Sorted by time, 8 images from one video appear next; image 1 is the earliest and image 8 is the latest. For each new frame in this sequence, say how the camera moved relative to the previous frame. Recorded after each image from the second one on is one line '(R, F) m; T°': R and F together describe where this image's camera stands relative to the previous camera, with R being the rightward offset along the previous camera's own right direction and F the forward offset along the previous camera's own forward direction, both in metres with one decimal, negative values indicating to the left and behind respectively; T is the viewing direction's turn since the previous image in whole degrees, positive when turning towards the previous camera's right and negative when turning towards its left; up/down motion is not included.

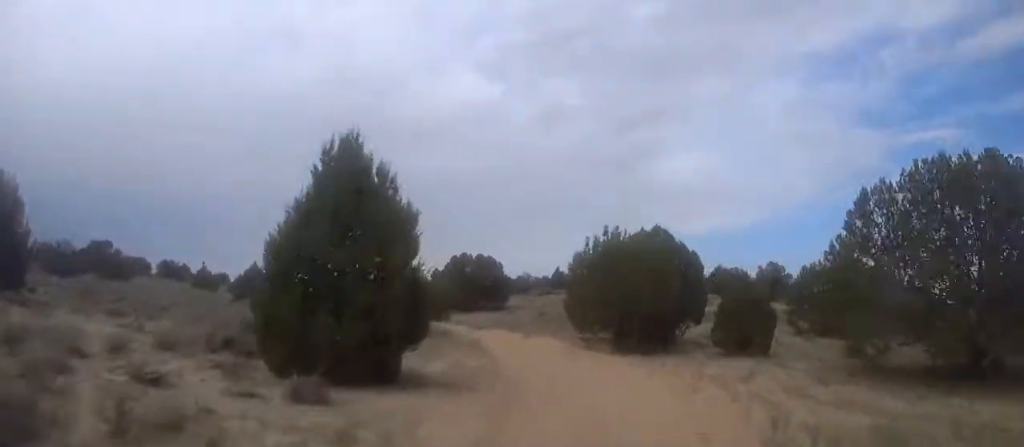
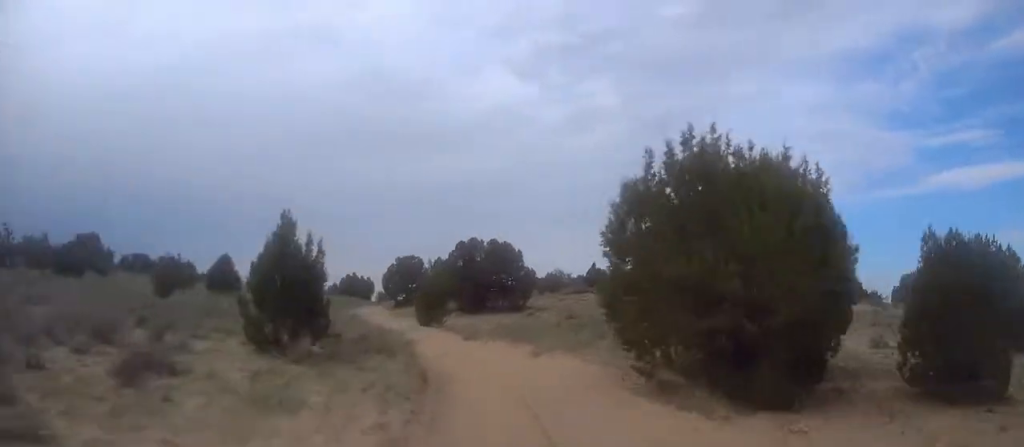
(-0.2, +13.0) m; -4°
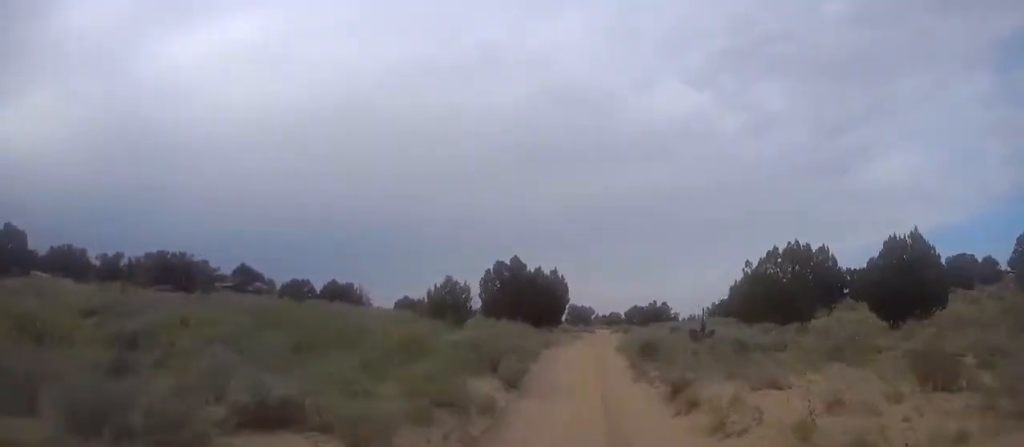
(-14.5, +66.2) m; -14°
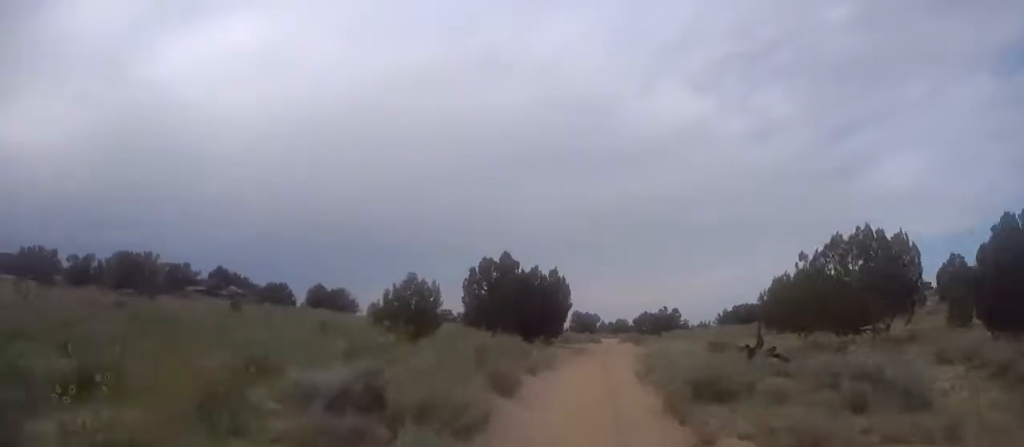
(+0.2, +8.5) m; +2°
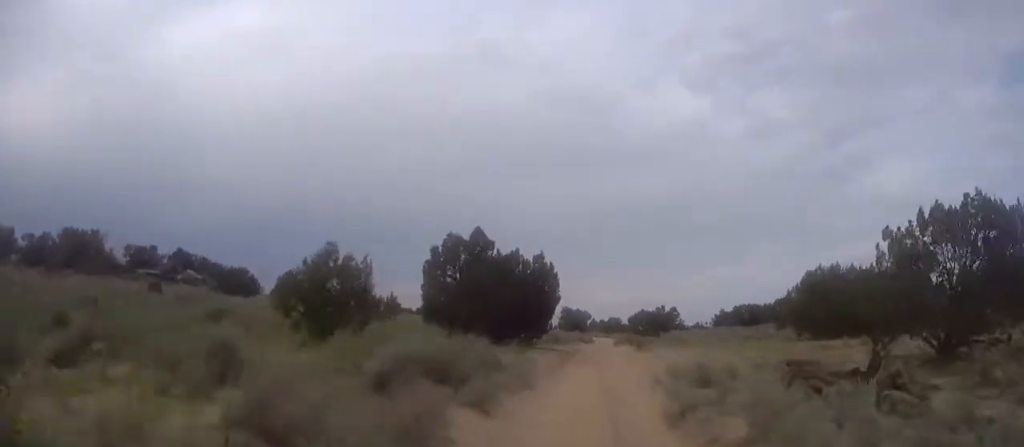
(+0.5, +8.5) m; +2°
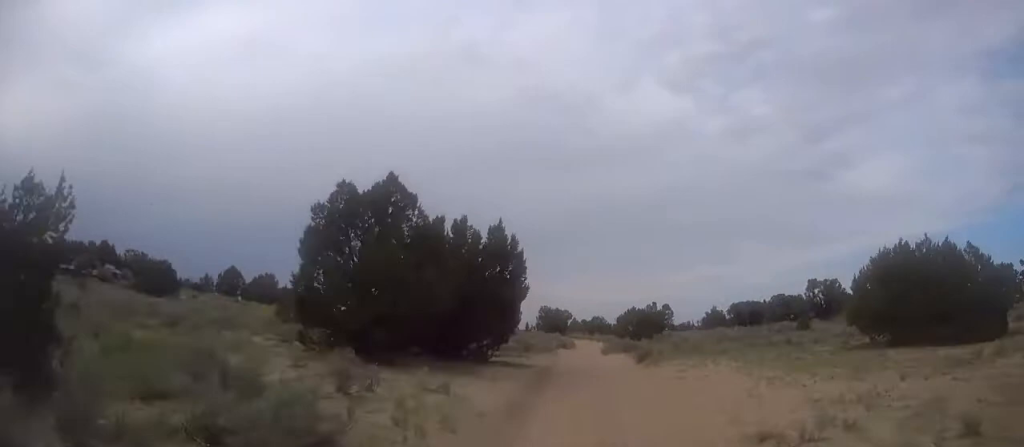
(+0.3, +12.4) m; +1°
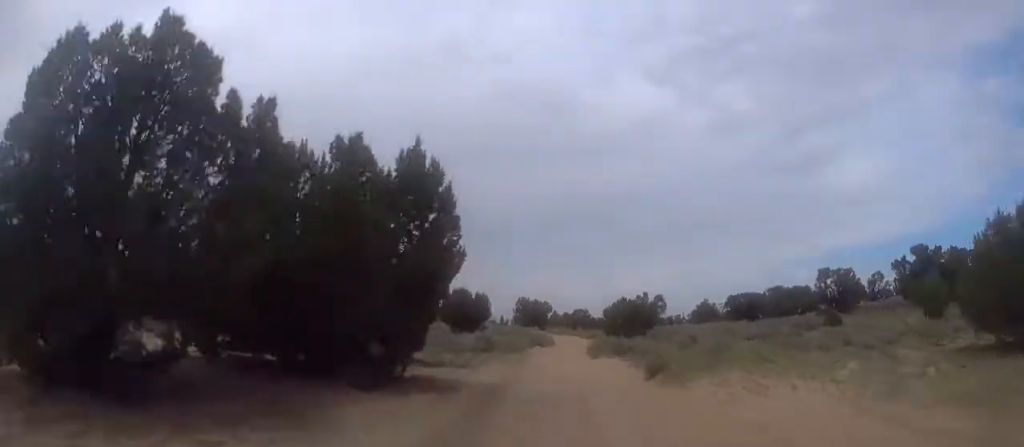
(0.0, +10.5) m; 0°
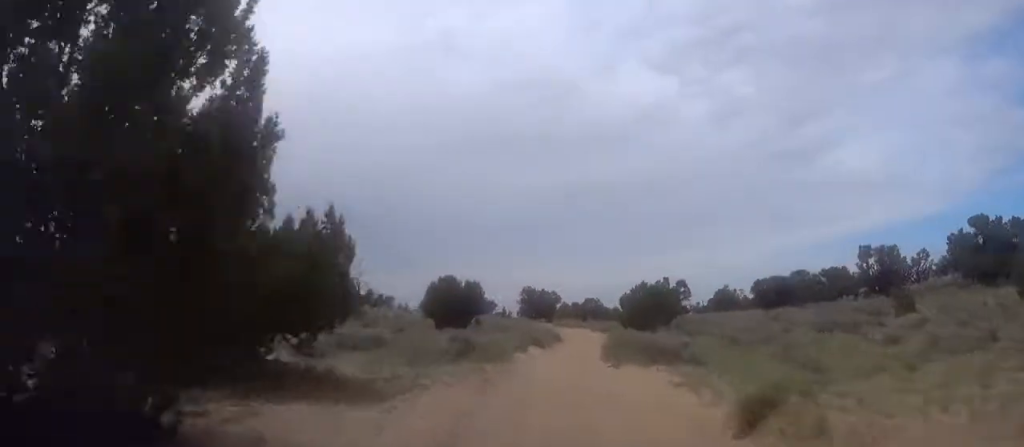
(0.0, +9.1) m; 0°
